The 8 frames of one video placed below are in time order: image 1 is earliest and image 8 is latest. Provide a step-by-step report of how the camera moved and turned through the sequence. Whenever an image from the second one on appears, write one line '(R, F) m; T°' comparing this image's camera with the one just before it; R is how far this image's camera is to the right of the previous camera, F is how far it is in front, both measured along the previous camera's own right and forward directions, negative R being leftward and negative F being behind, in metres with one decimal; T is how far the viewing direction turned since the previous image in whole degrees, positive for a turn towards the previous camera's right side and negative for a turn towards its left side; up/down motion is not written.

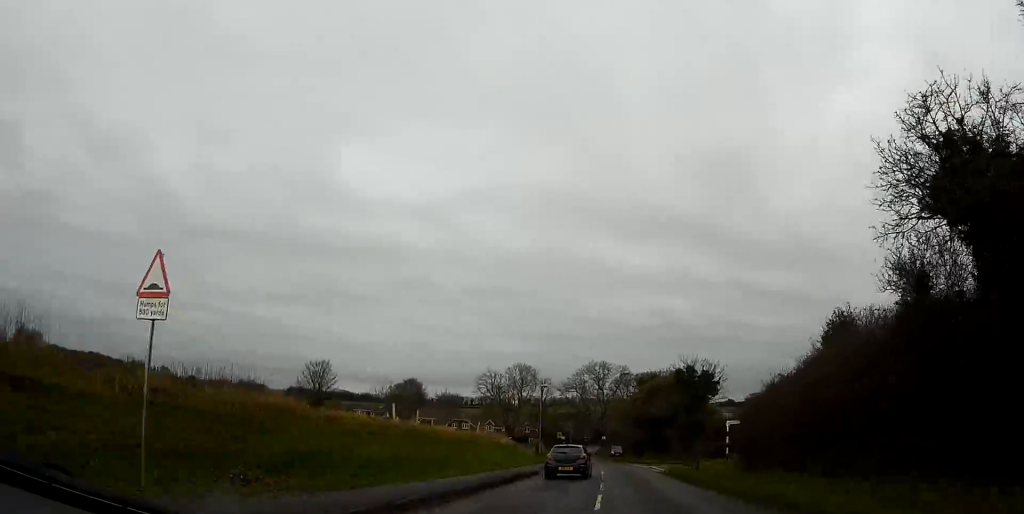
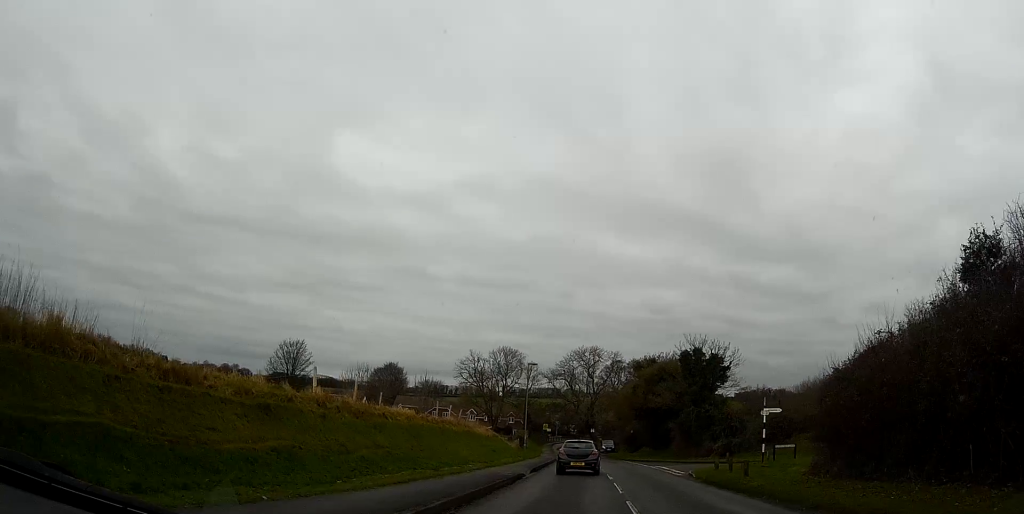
(-0.4, +8.8) m; 0°
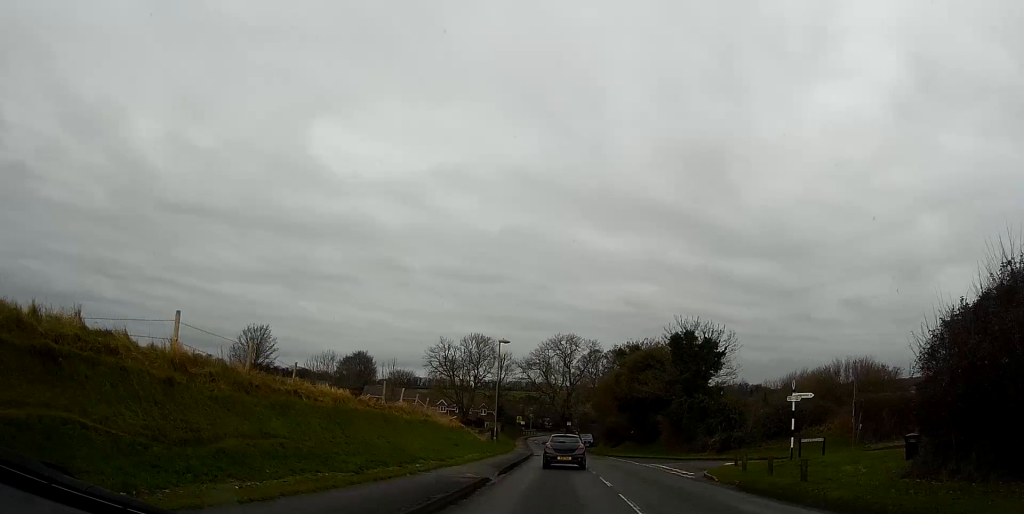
(-0.1, +6.4) m; +1°
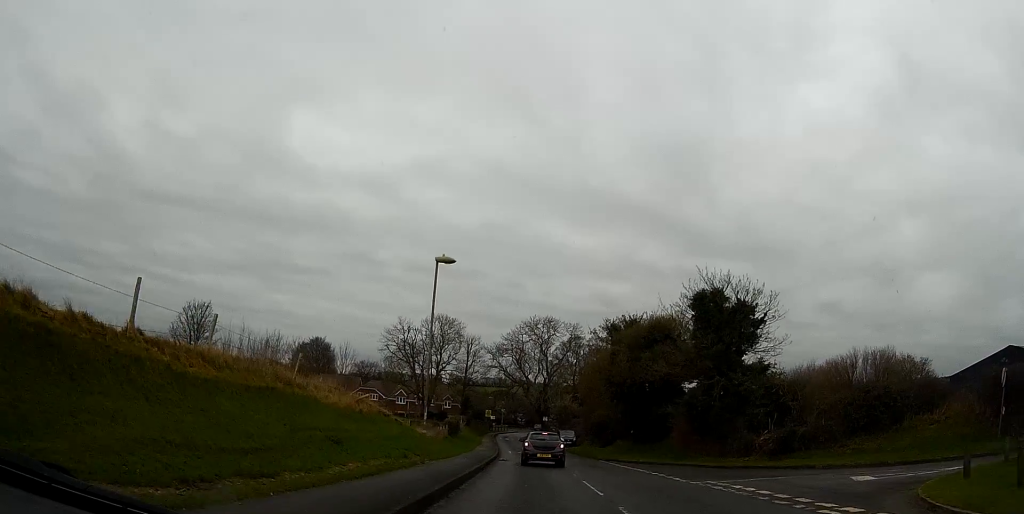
(+0.9, +15.9) m; +3°
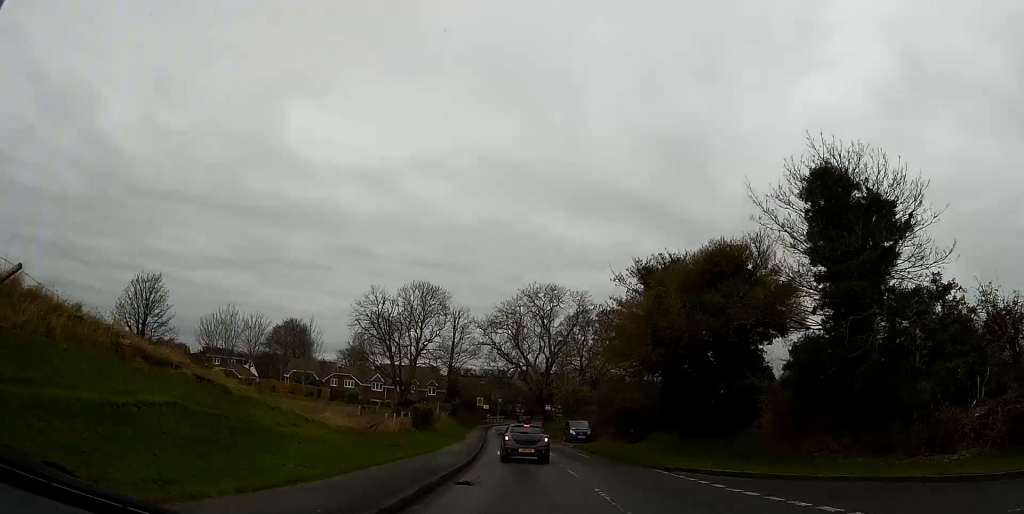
(-0.3, +17.5) m; -2°
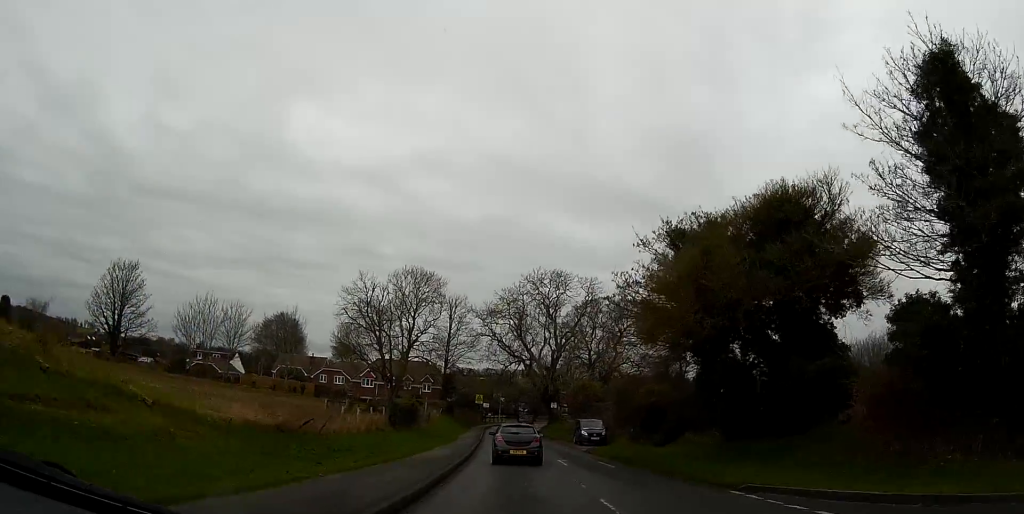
(0.0, +7.8) m; +1°
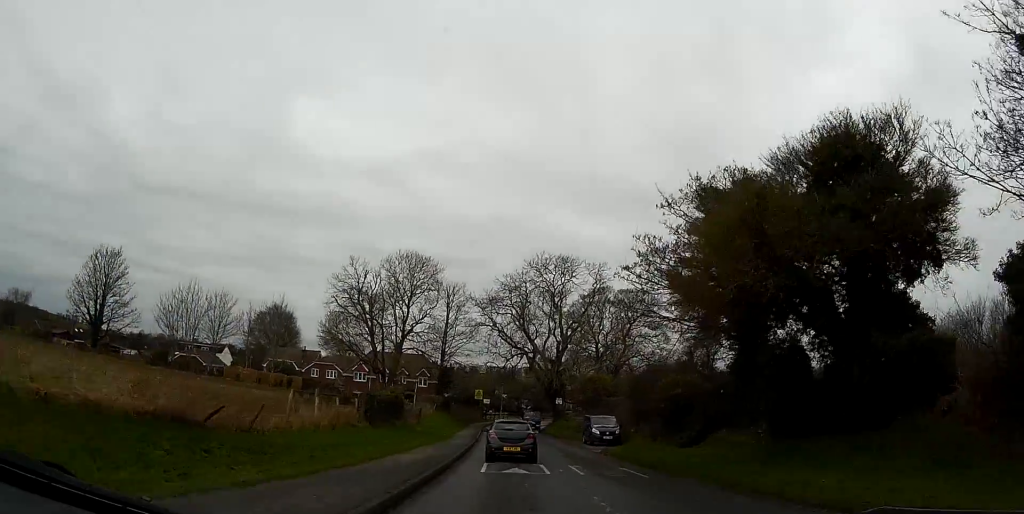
(0.0, +5.7) m; 0°
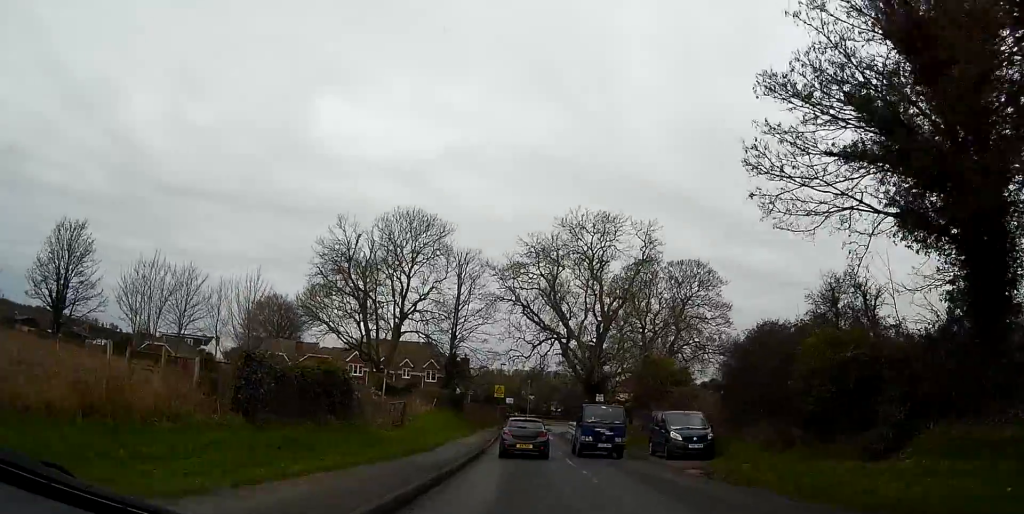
(-0.2, +14.4) m; -1°
